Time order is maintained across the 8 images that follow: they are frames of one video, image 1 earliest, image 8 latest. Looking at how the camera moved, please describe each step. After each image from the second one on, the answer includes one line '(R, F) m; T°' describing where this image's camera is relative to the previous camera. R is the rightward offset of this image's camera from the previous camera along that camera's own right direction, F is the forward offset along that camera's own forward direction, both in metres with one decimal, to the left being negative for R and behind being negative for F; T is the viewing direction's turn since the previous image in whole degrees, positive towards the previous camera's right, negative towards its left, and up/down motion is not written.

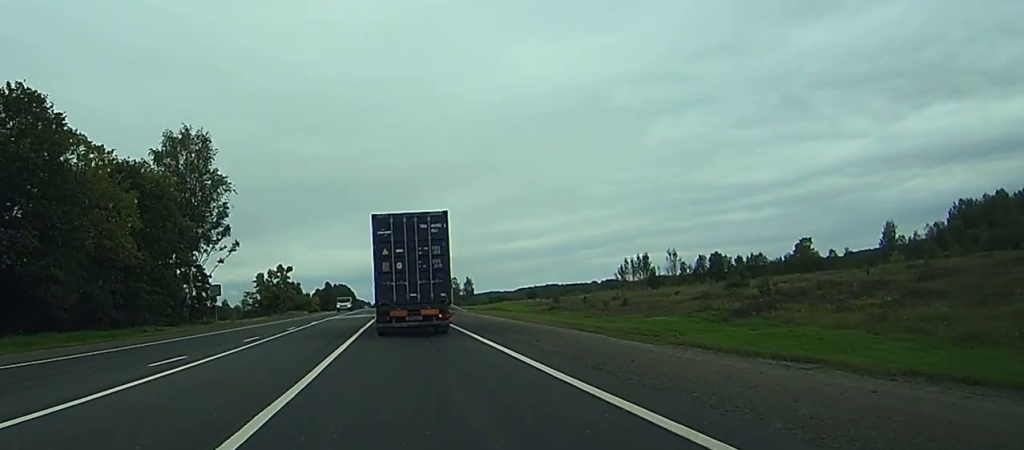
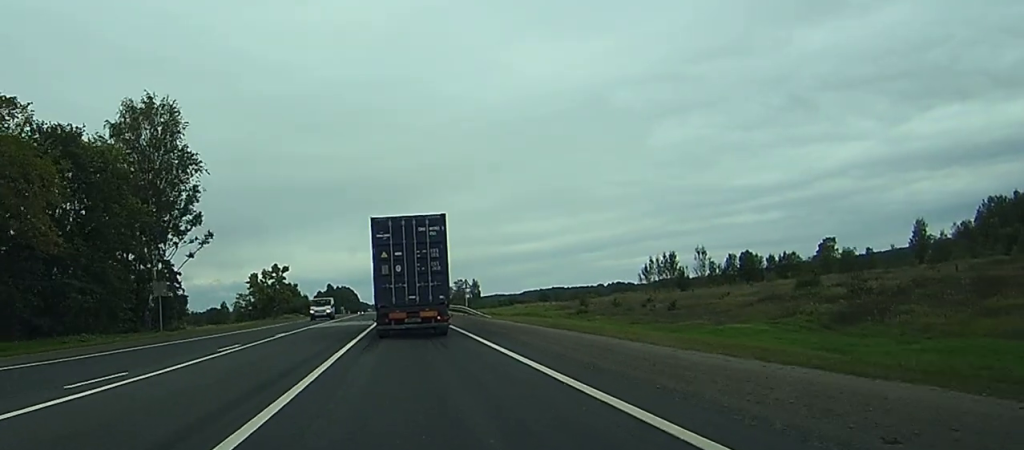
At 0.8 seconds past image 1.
(0.0, +16.4) m; 0°
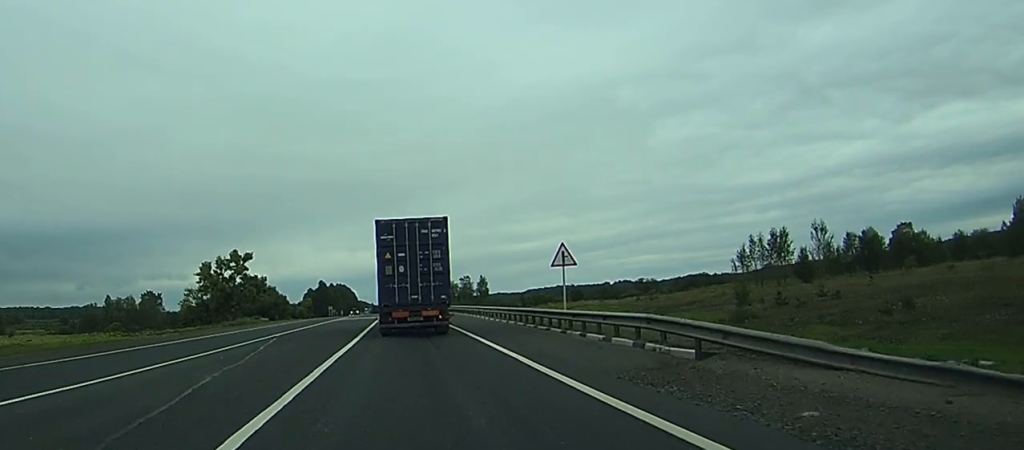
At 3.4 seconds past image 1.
(-0.3, +53.9) m; 0°
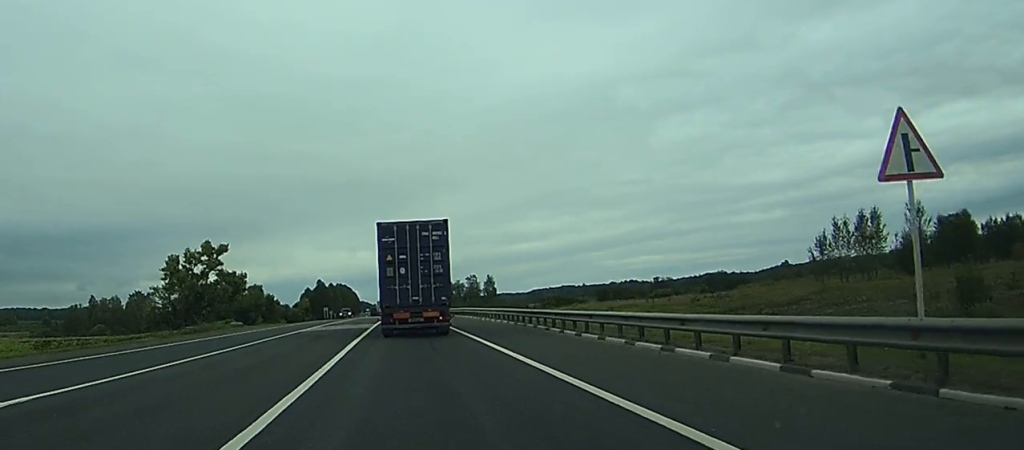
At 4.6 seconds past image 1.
(-0.1, +26.4) m; 0°
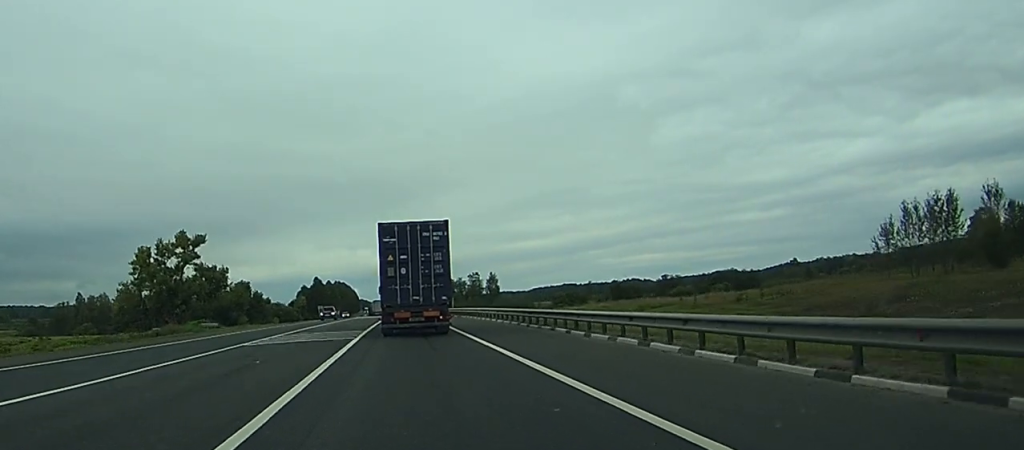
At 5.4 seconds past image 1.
(0.0, +16.2) m; +1°
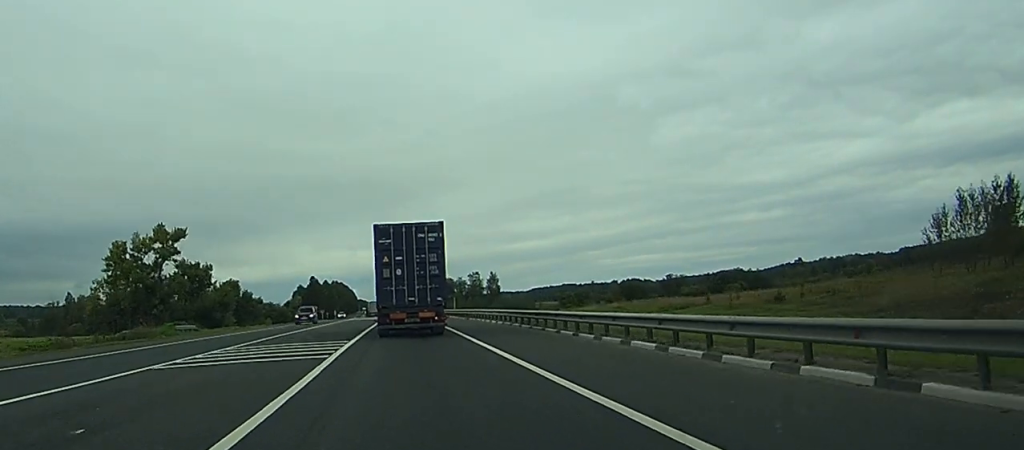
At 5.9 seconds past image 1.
(0.0, +10.5) m; 0°
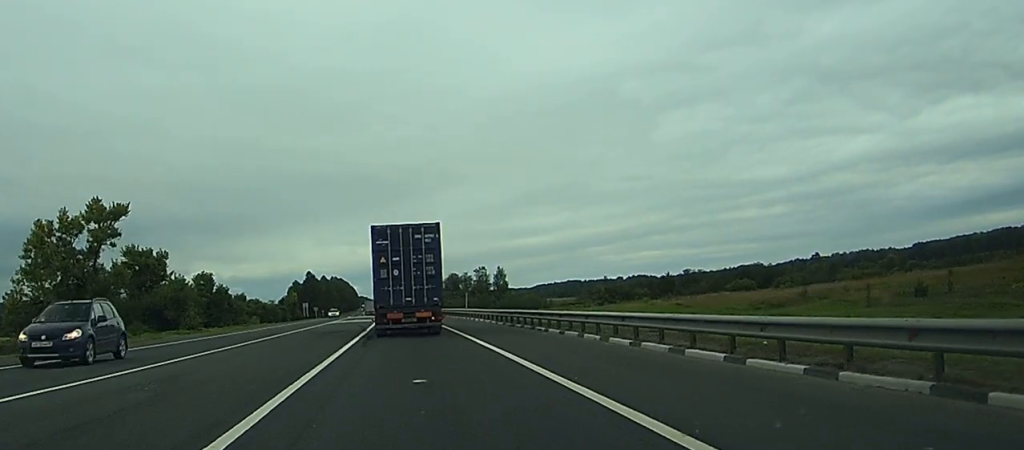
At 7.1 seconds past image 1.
(+0.2, +24.6) m; 0°
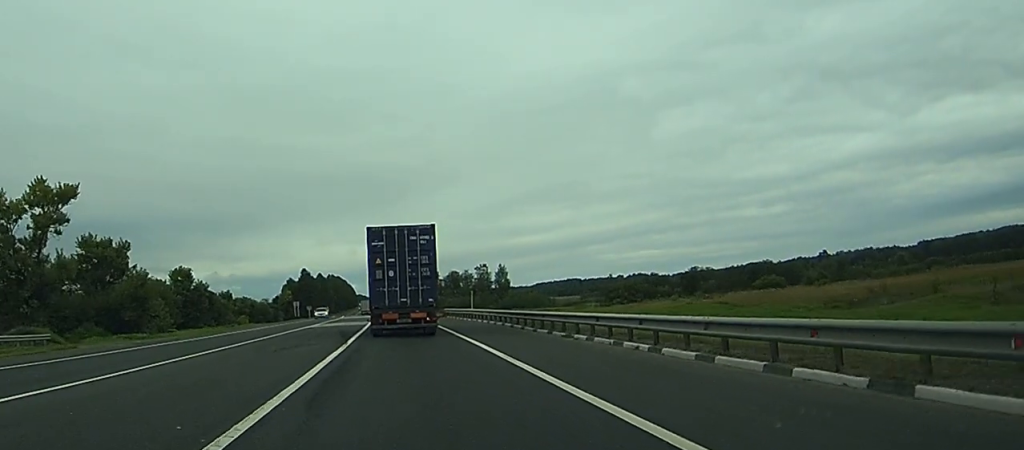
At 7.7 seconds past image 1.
(-0.1, +13.6) m; -1°
